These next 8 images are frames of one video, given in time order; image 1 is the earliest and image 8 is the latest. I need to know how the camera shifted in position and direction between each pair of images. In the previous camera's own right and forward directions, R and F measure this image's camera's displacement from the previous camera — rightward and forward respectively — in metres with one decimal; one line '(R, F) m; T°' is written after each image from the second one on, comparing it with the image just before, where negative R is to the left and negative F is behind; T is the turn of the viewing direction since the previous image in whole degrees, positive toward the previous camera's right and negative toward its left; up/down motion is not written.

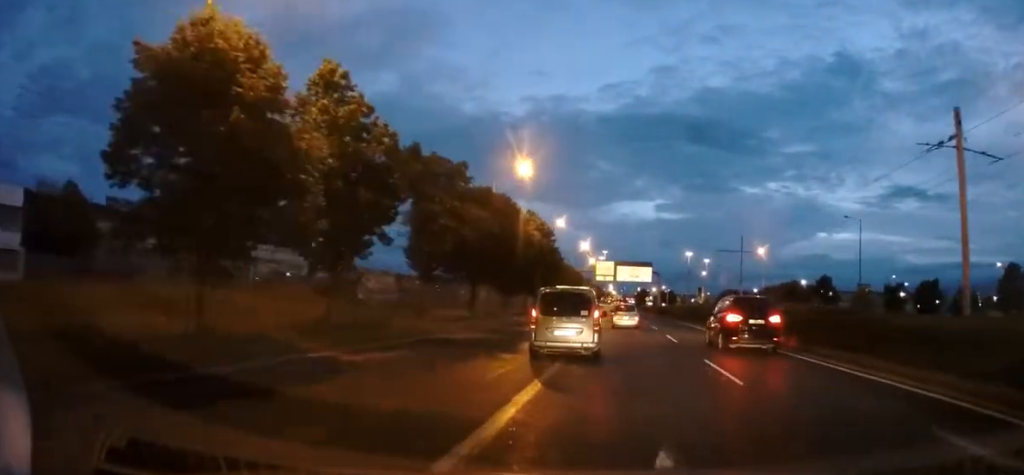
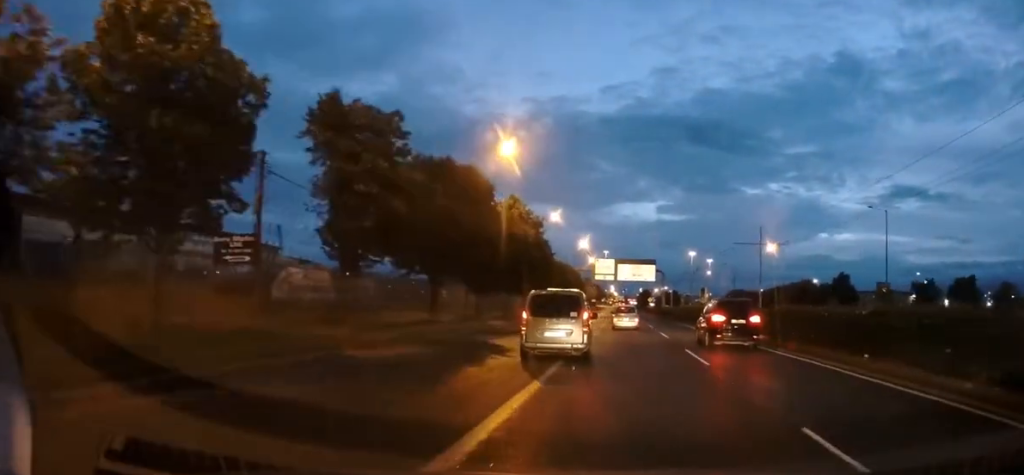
(+0.1, +8.6) m; -1°
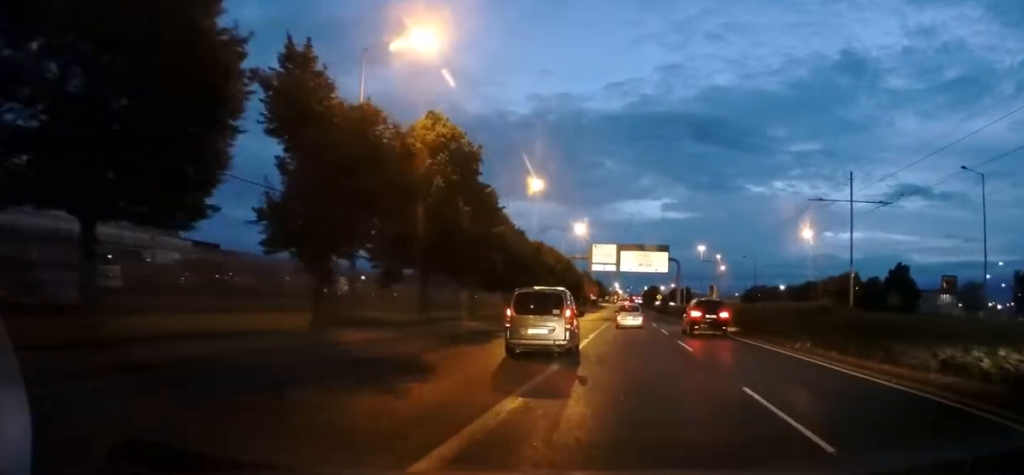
(-0.6, +21.5) m; -1°
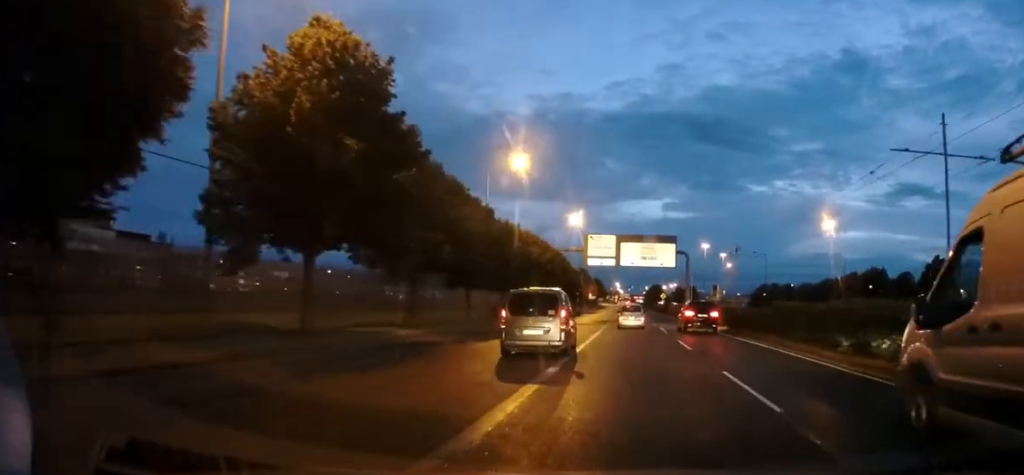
(+0.3, +11.0) m; +1°
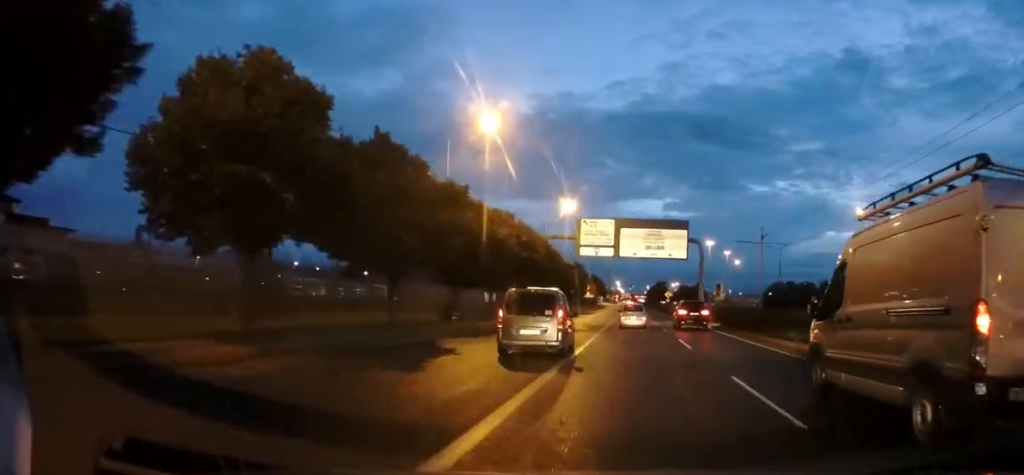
(+0.2, +12.5) m; +1°
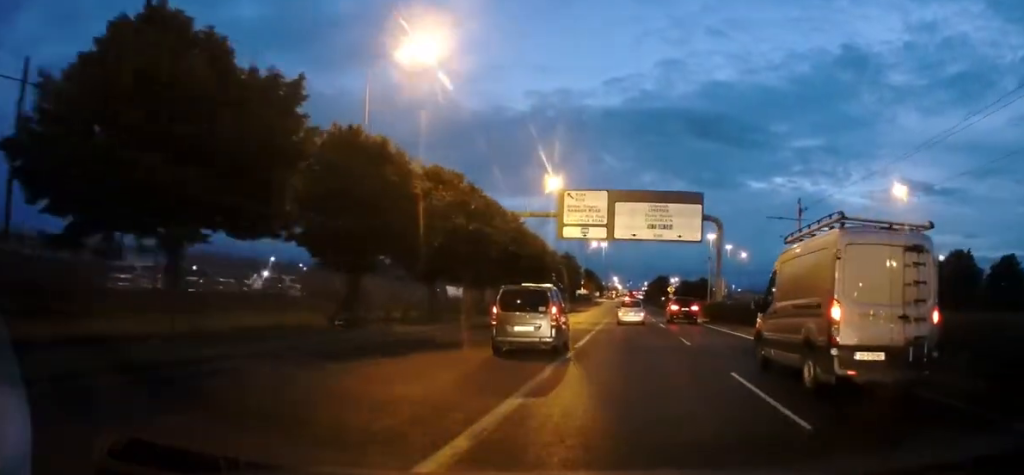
(-0.1, +13.1) m; 0°
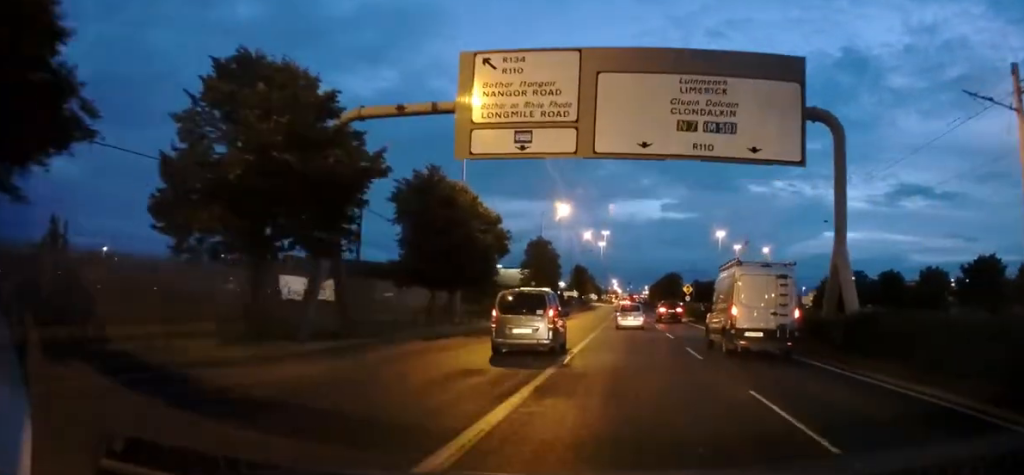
(0.0, +26.5) m; 0°
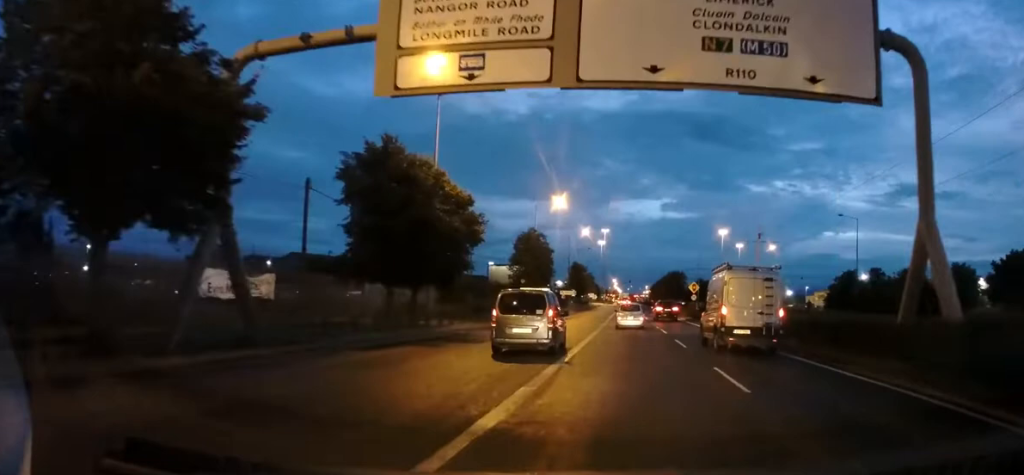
(0.0, +6.2) m; 0°
